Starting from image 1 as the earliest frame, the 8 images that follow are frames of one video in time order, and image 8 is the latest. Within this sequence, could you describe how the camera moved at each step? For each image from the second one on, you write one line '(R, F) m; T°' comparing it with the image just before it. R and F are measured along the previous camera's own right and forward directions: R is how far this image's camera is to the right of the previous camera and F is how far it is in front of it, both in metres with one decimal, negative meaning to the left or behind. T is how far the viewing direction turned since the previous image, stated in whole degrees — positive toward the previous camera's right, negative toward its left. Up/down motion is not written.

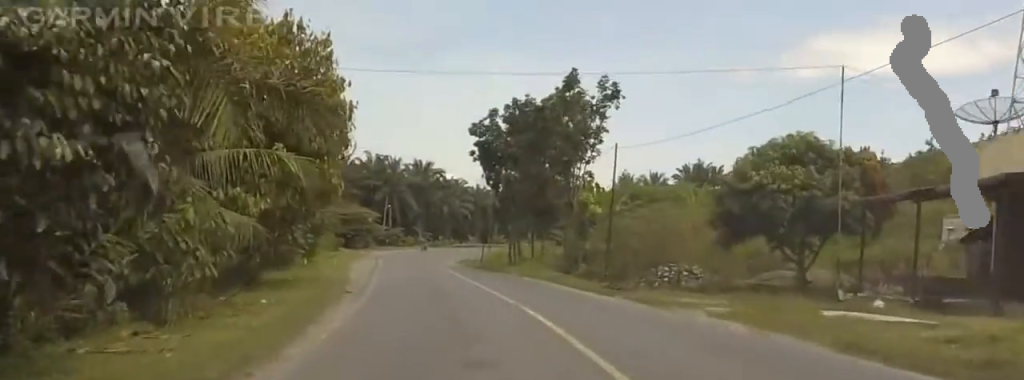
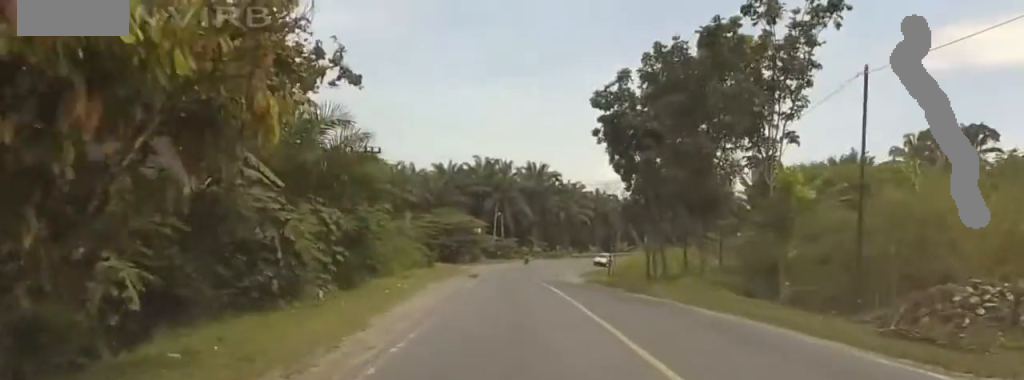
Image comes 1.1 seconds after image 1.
(-0.1, +16.1) m; 0°
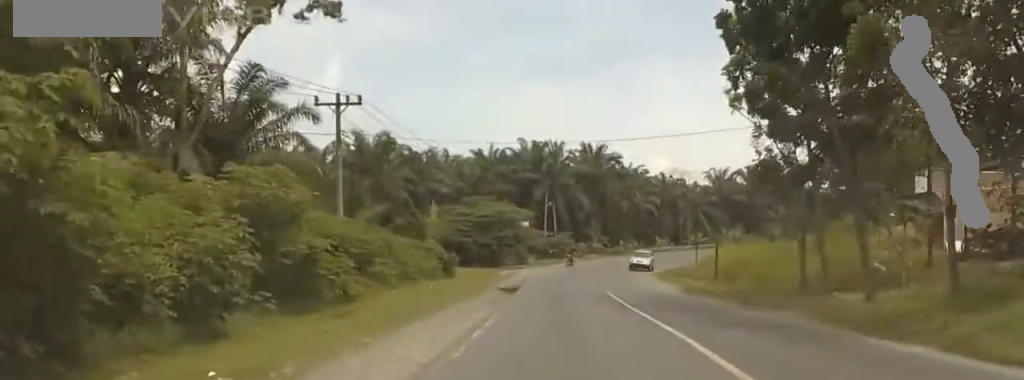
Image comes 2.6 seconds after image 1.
(-0.1, +21.4) m; -1°
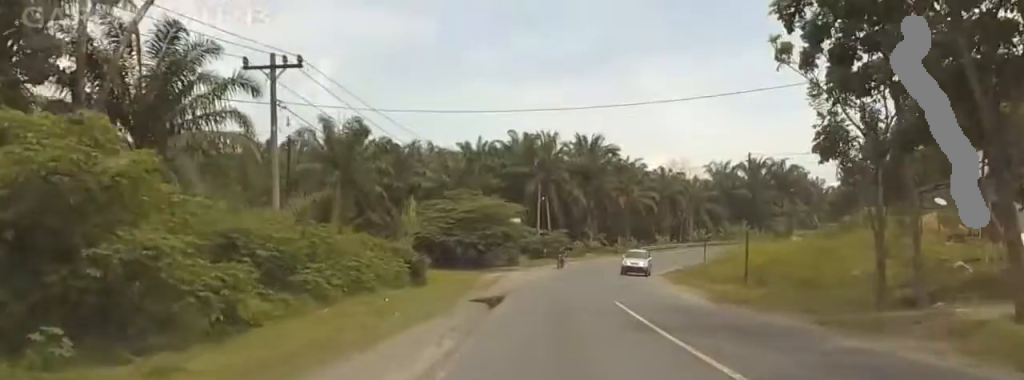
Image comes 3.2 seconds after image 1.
(+0.1, +8.2) m; -1°
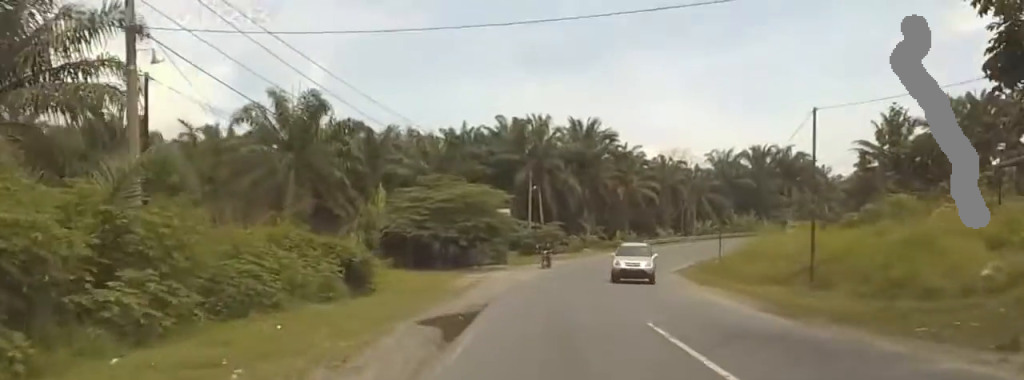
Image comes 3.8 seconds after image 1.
(-0.3, +10.2) m; 0°
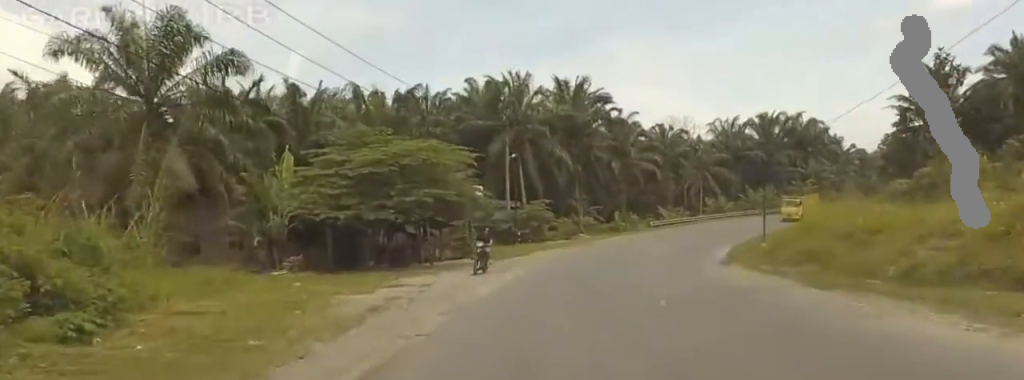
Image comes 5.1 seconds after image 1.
(+0.3, +18.2) m; +2°
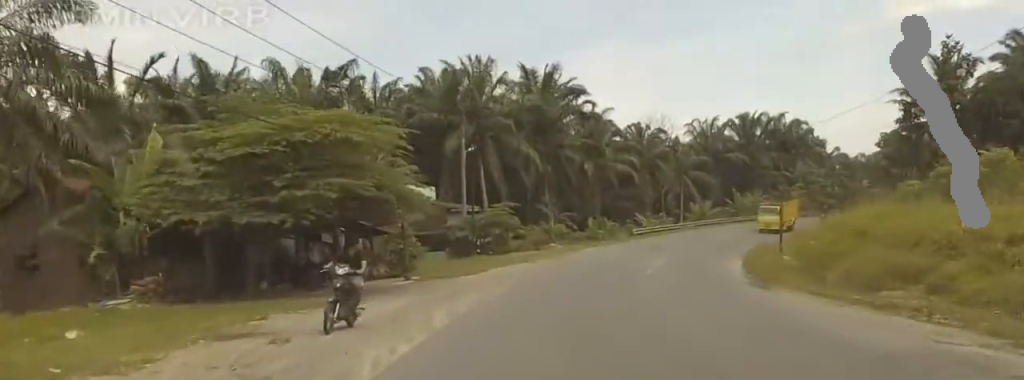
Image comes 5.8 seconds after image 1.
(+0.1, +10.4) m; 0°
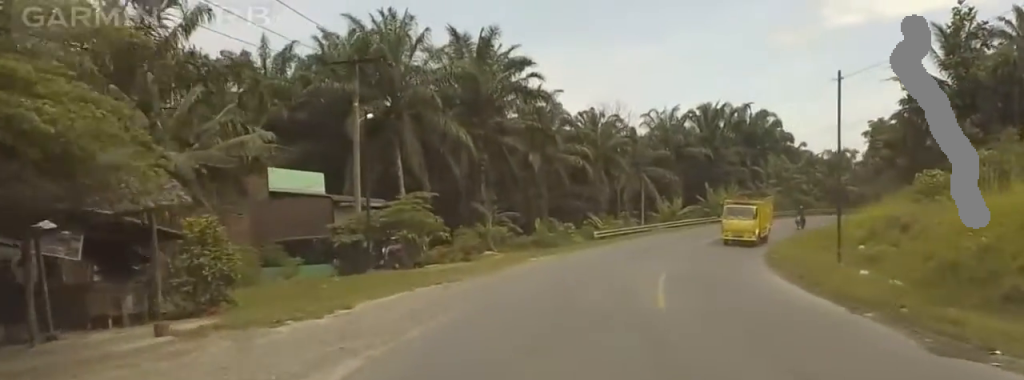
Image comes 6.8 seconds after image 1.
(0.0, +15.0) m; +2°
